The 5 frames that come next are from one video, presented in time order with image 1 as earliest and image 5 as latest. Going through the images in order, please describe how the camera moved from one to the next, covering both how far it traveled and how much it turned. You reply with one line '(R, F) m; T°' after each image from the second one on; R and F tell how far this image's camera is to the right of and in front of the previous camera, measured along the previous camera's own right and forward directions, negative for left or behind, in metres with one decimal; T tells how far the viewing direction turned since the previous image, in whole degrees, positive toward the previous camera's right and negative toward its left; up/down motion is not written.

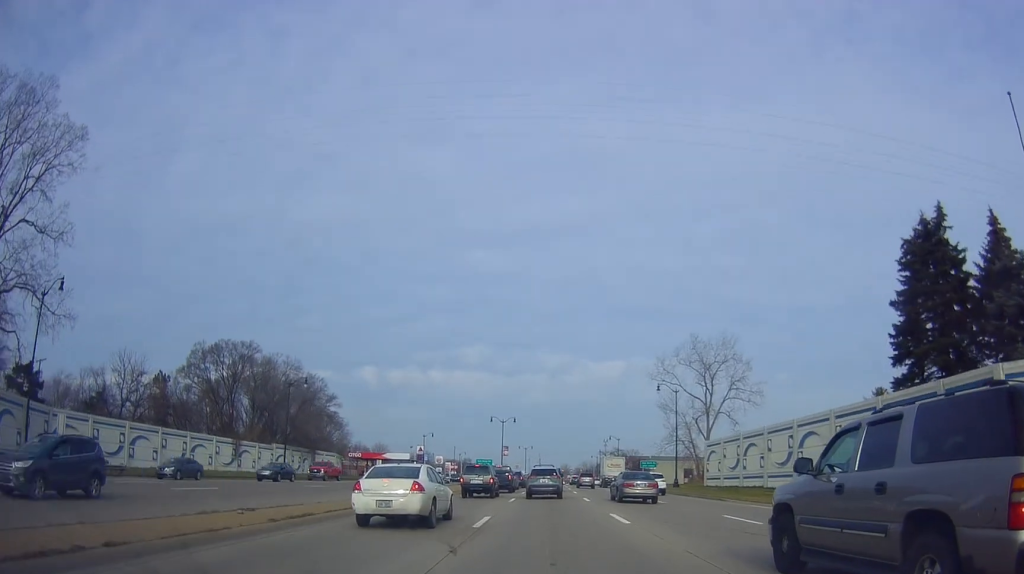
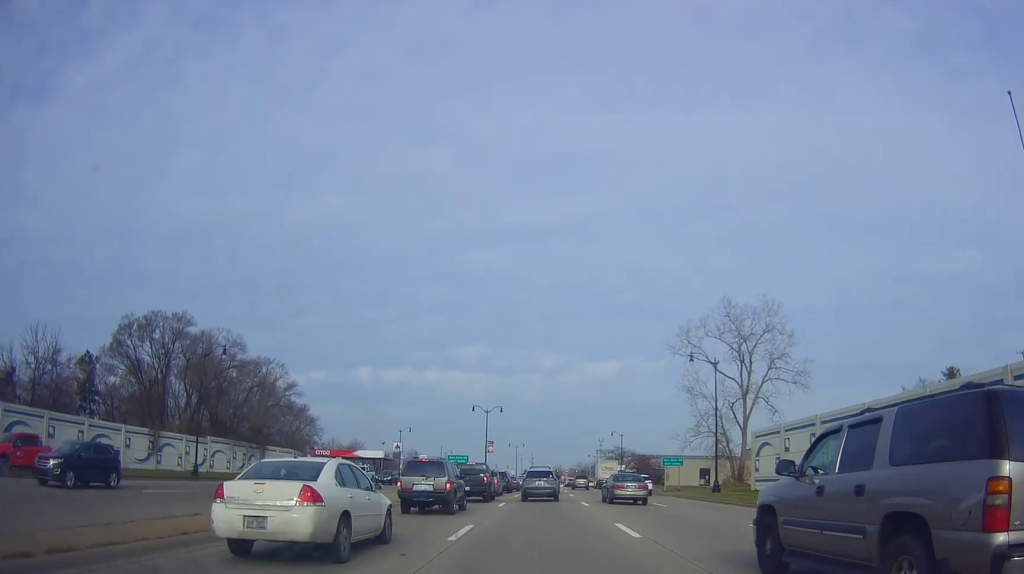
(-0.1, +20.0) m; -1°
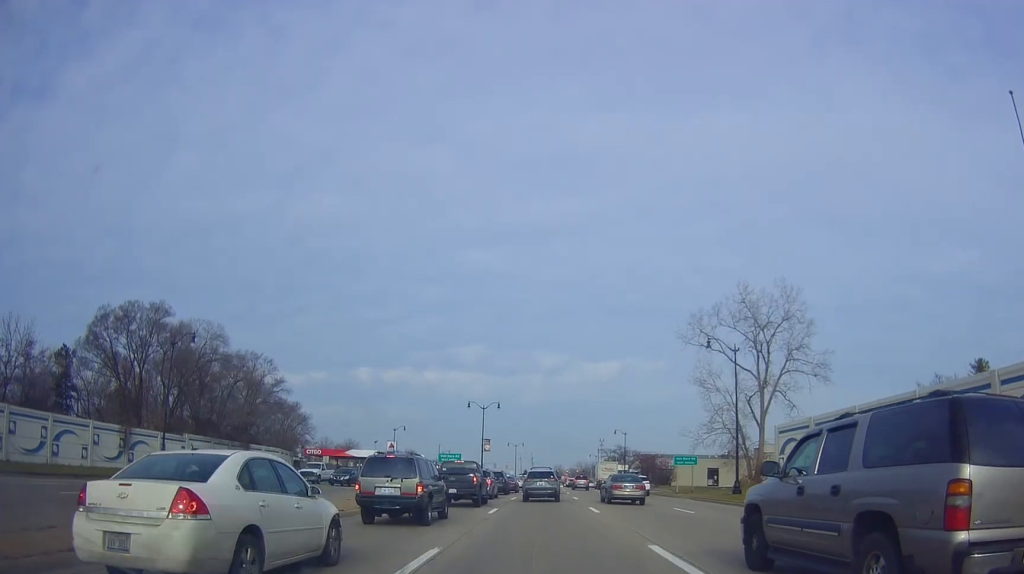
(0.0, +5.6) m; 0°
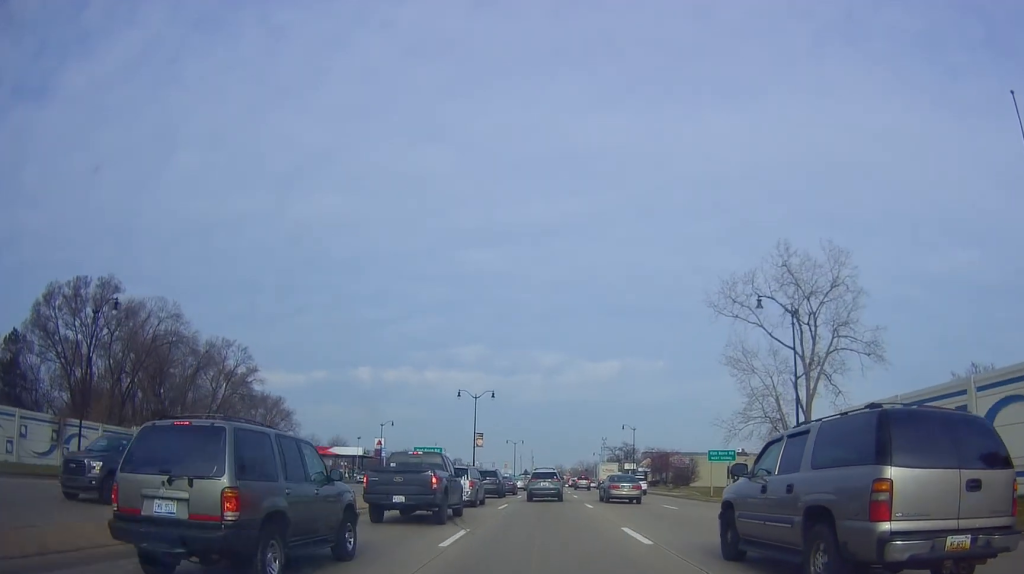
(0.0, +11.1) m; 0°
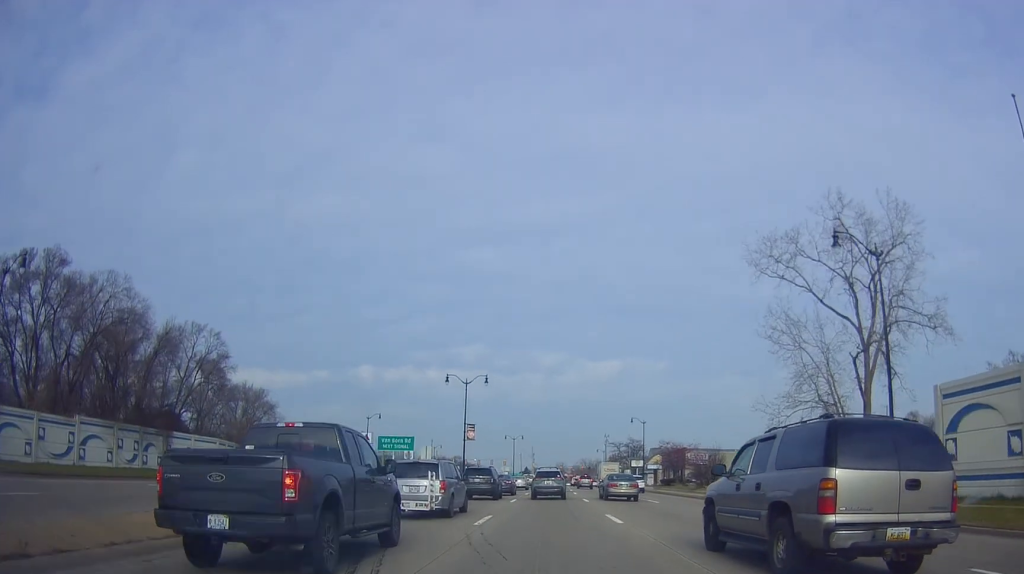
(0.0, +9.8) m; 0°
